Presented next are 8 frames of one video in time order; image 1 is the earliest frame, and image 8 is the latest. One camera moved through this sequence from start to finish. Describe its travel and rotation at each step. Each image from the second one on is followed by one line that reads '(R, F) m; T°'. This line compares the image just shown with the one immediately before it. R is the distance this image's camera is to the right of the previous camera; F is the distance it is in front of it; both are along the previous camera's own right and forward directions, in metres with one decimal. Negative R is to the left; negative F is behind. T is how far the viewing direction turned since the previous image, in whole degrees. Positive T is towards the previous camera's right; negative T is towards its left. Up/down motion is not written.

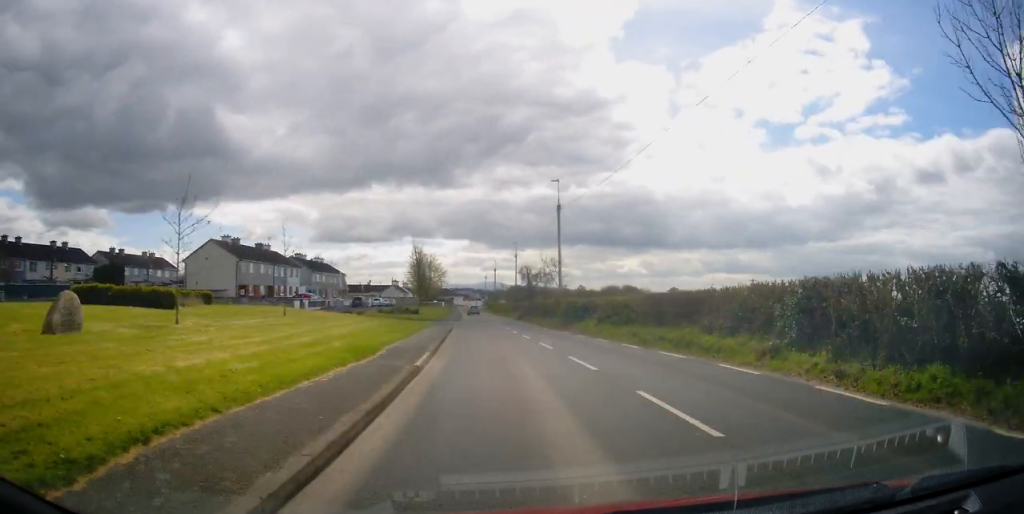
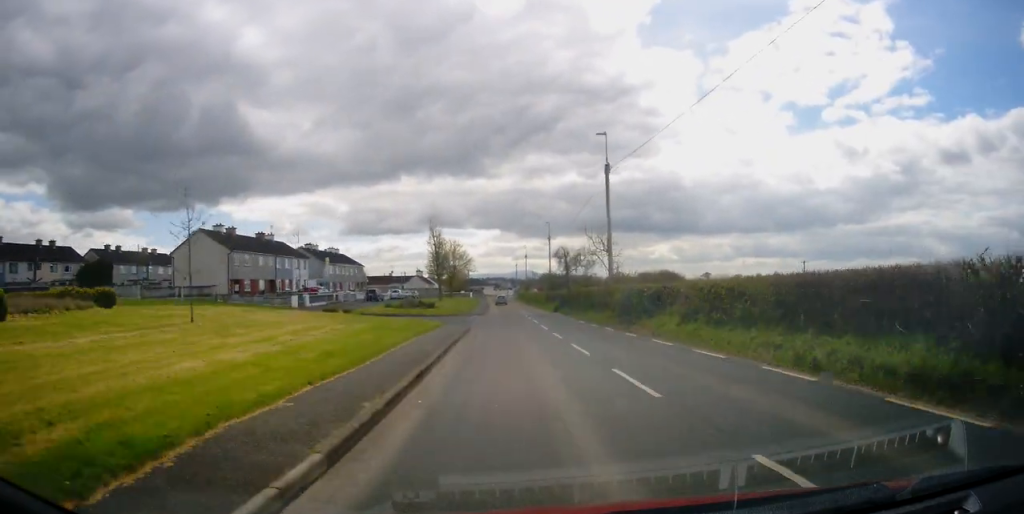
(0.0, +9.8) m; -2°
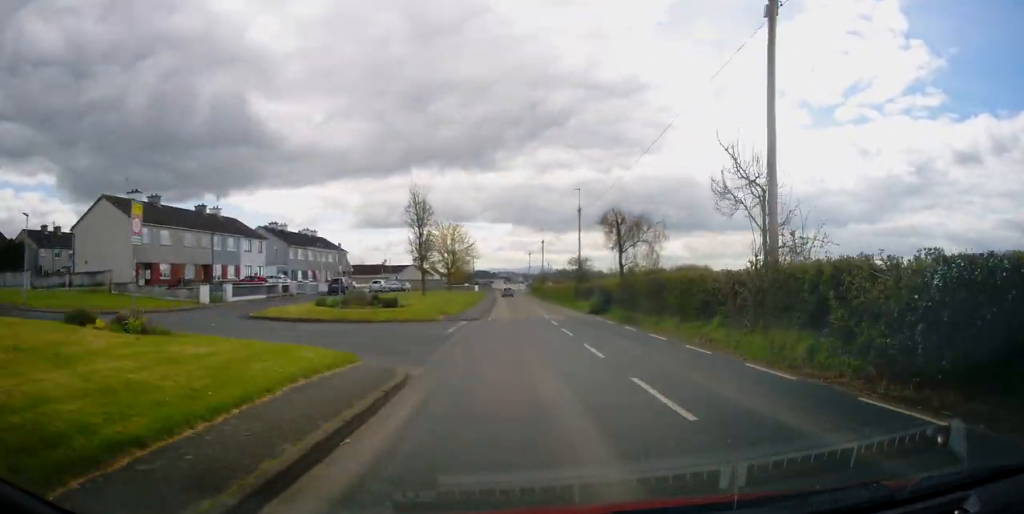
(-1.0, +19.8) m; -4°
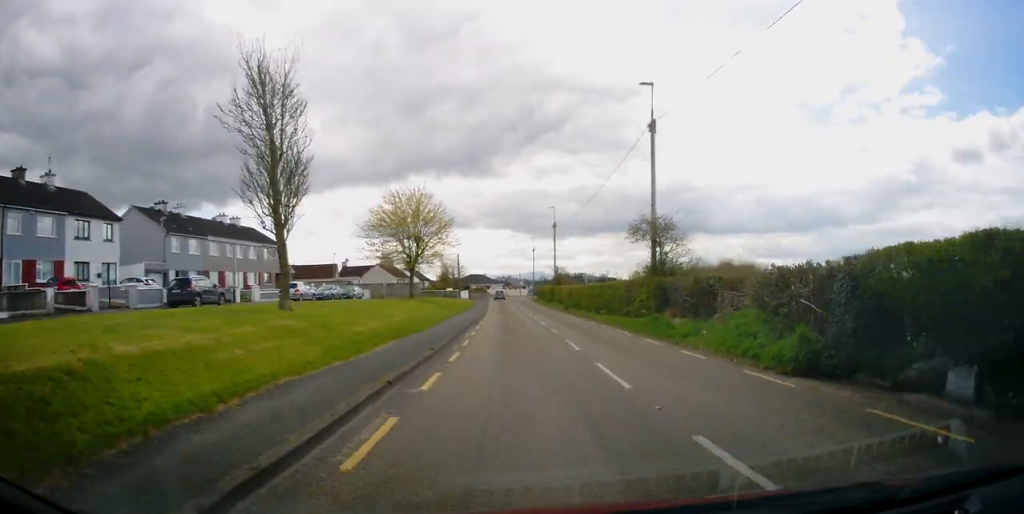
(0.0, +27.9) m; 0°
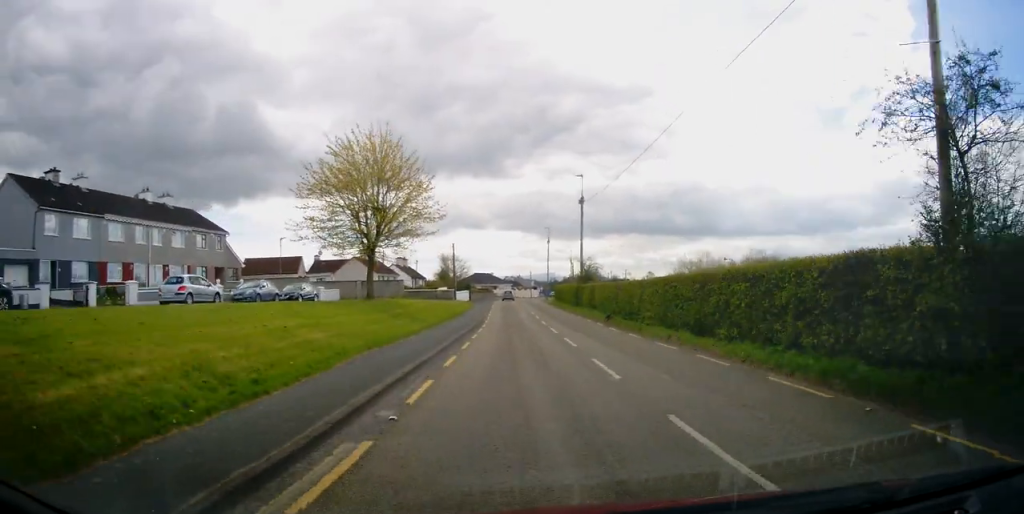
(-0.2, +16.9) m; -1°
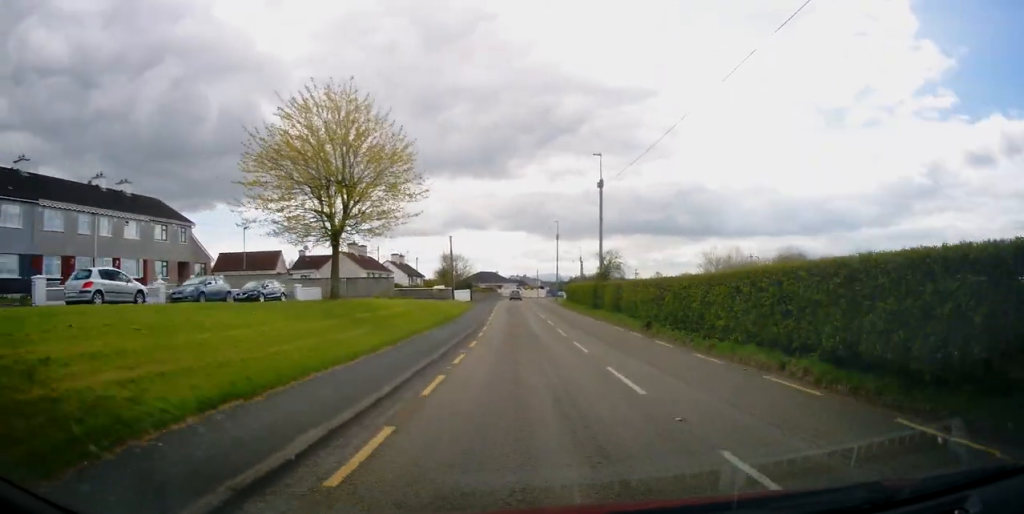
(0.0, +7.3) m; 0°
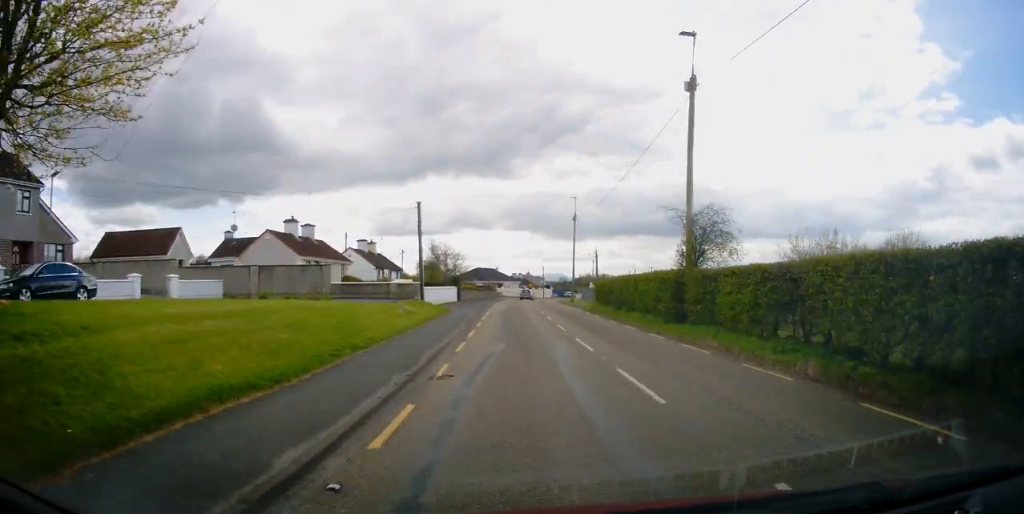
(+0.1, +18.6) m; 0°
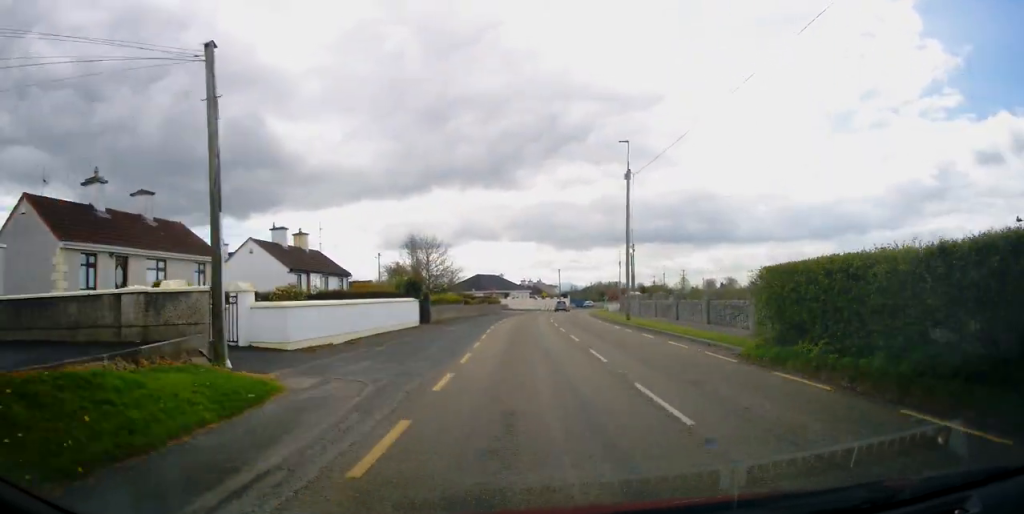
(-0.1, +24.4) m; -1°
